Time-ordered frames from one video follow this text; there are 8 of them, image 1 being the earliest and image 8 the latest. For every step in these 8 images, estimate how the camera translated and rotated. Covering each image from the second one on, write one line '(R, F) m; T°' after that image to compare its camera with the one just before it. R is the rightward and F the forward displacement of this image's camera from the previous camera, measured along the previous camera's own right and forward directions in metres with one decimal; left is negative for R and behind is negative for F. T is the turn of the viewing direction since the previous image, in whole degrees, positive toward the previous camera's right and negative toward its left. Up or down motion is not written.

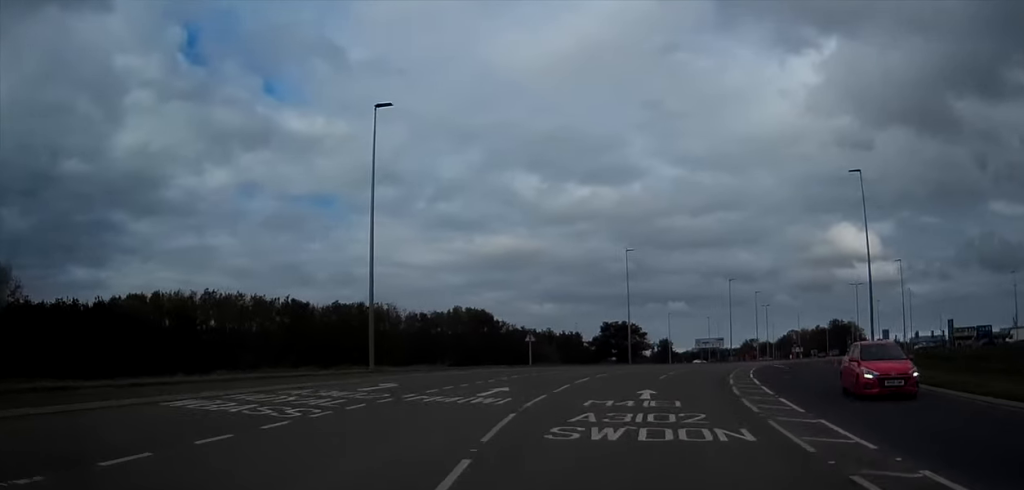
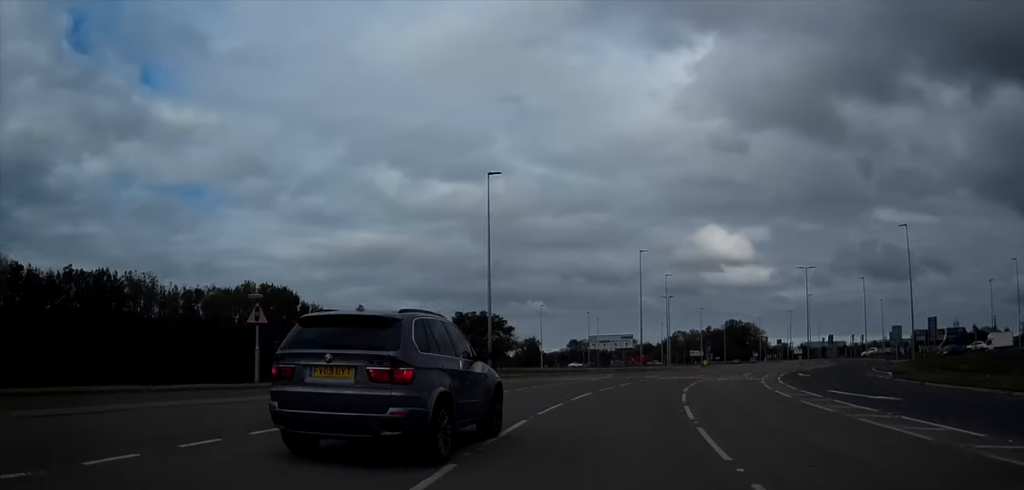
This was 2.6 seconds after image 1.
(+3.2, +35.1) m; +12°
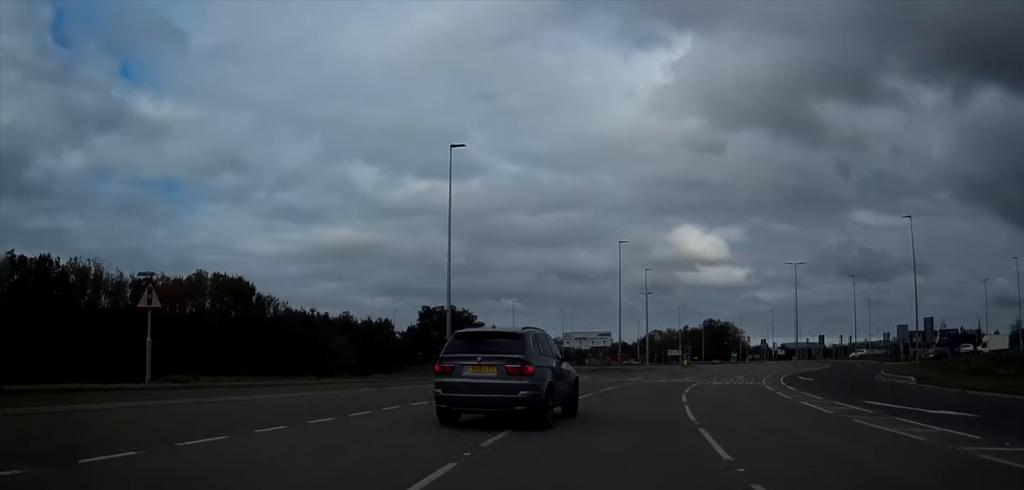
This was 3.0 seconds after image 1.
(+0.2, +6.3) m; +1°
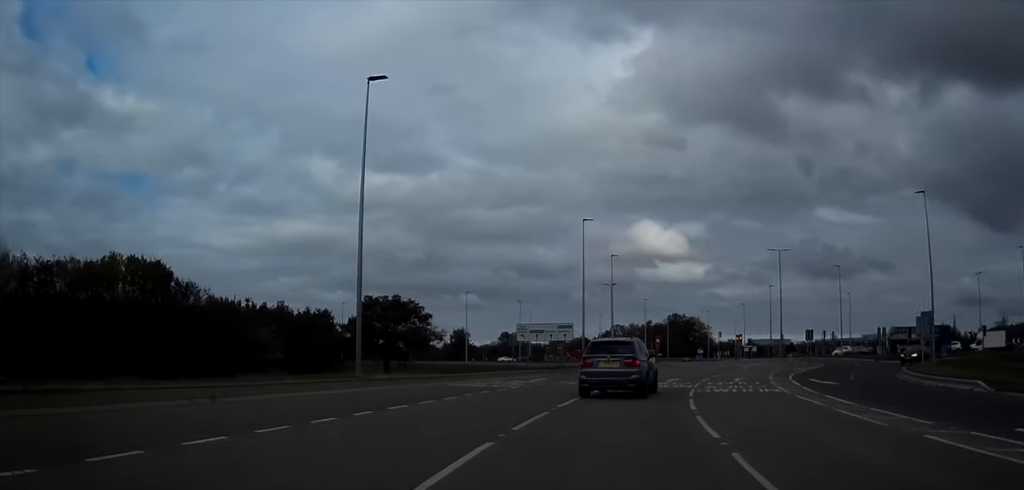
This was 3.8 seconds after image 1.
(+0.2, +10.4) m; +3°
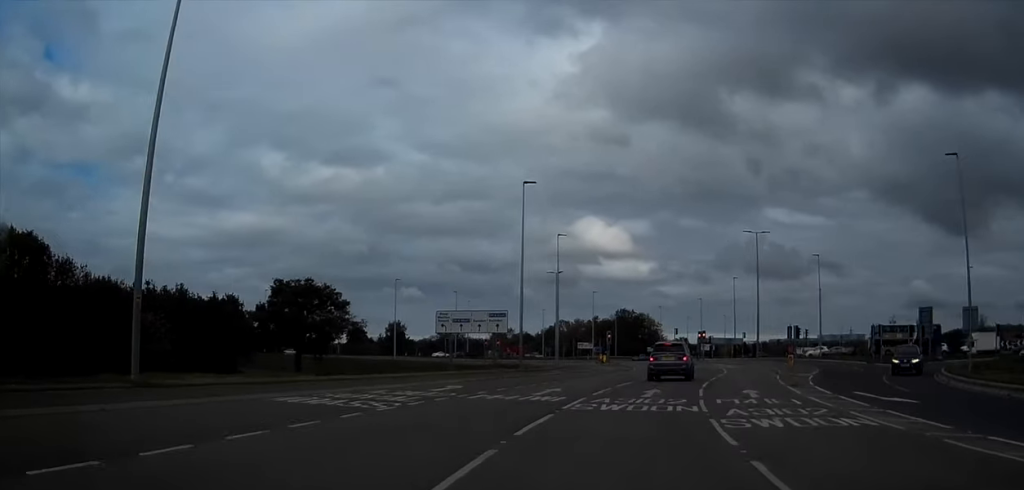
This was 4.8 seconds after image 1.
(+0.4, +12.5) m; +4°
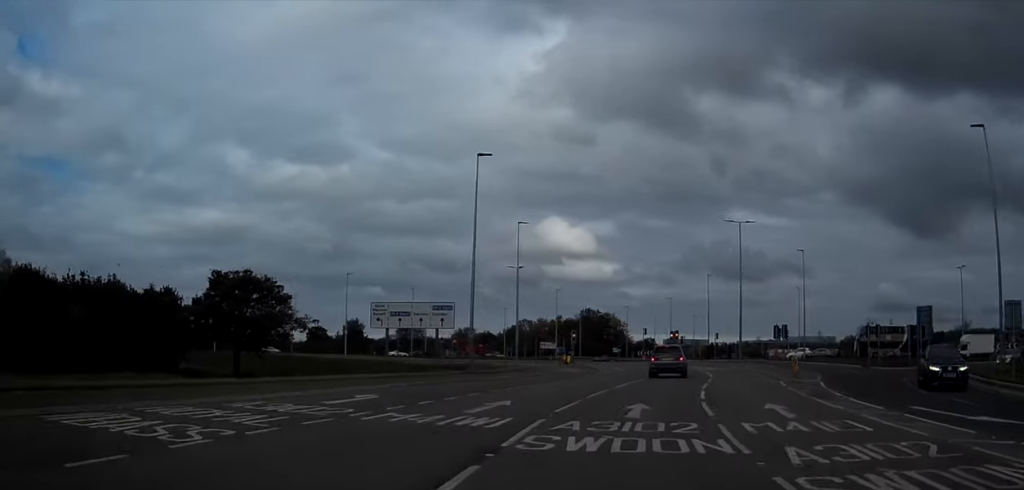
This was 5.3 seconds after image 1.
(+0.1, +6.6) m; +3°
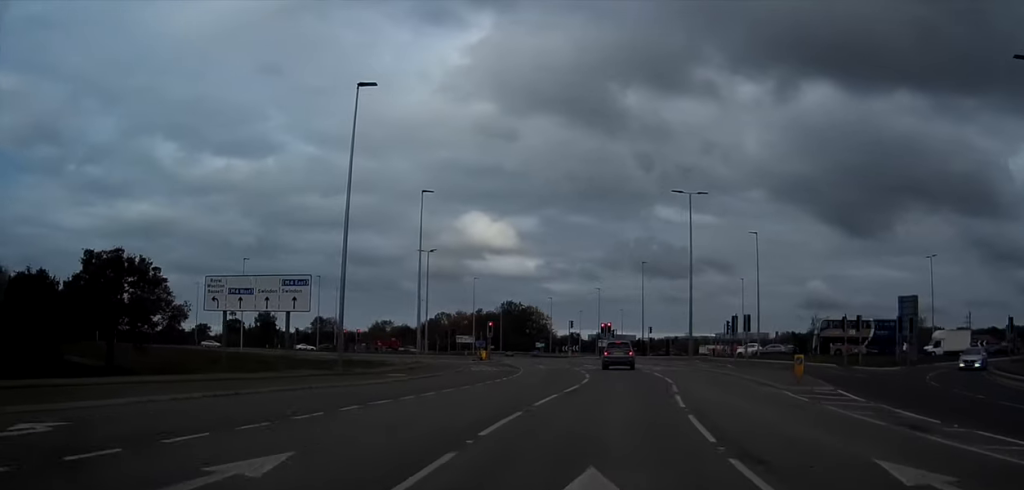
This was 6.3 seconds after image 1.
(+0.6, +10.6) m; +5°
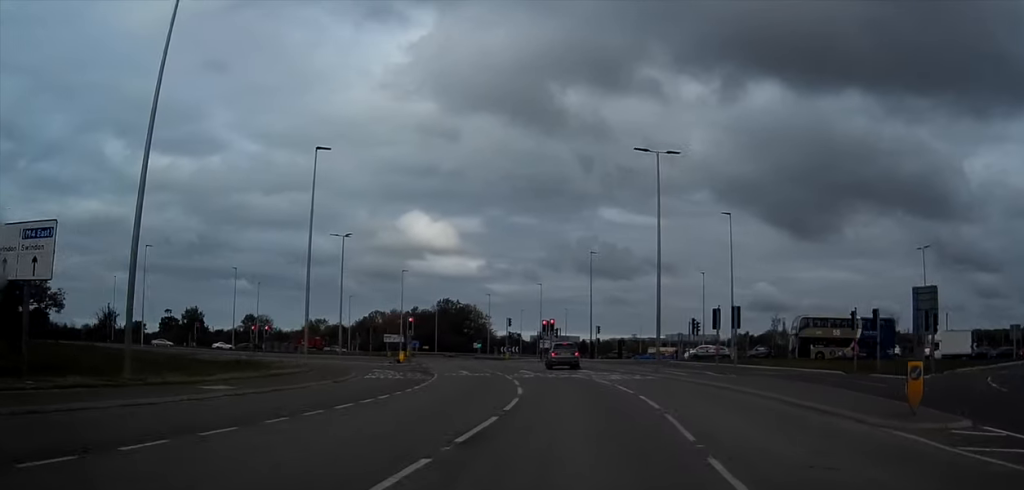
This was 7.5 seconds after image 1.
(+0.5, +12.3) m; +3°
